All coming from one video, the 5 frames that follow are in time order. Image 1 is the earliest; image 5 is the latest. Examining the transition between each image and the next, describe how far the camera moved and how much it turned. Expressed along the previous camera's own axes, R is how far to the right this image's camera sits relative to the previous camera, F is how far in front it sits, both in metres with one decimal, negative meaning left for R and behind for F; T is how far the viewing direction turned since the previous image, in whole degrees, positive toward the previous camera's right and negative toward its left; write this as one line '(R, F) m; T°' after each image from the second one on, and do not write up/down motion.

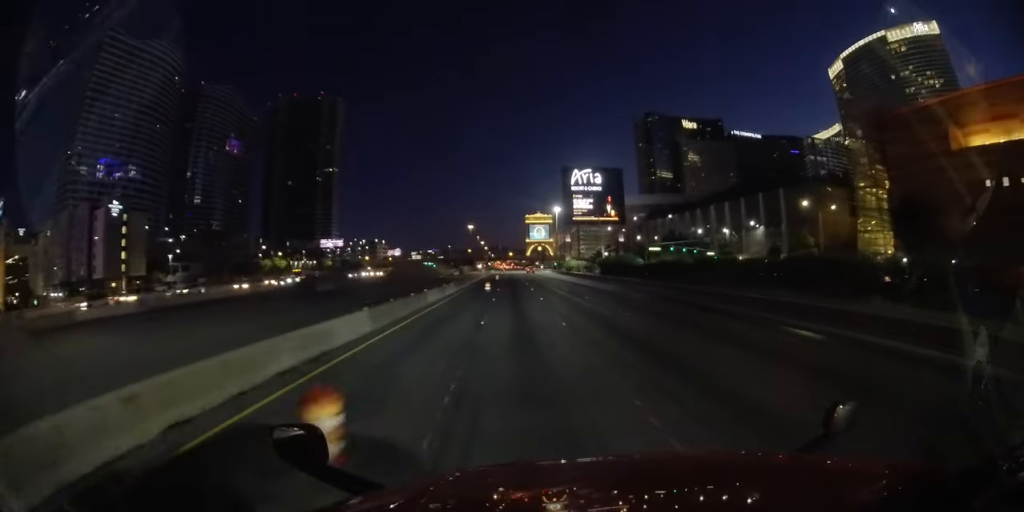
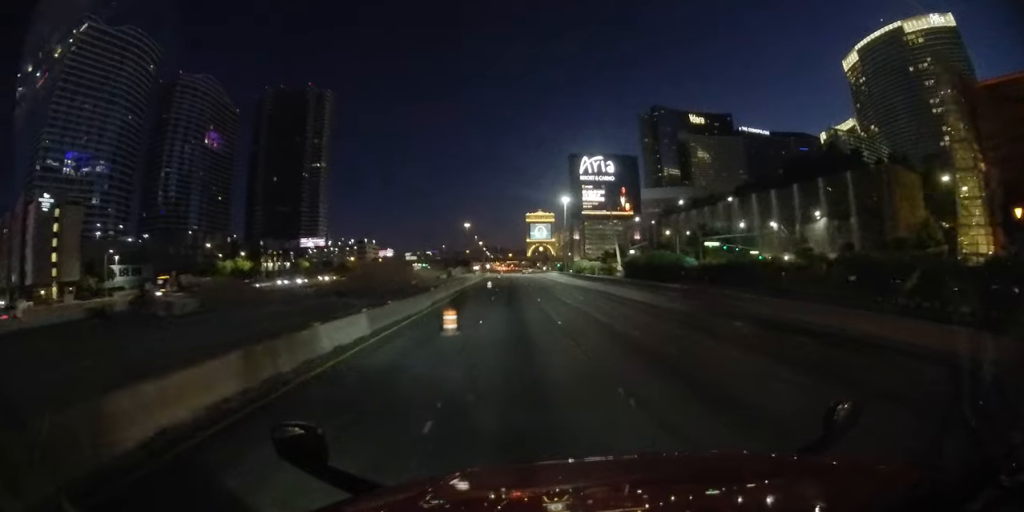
(0.0, +23.7) m; 0°
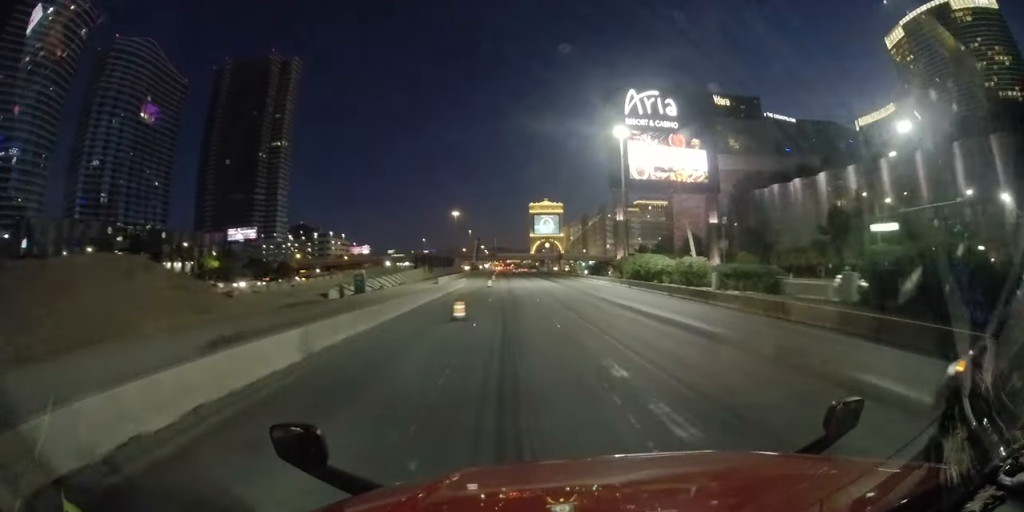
(+0.4, +62.2) m; +1°
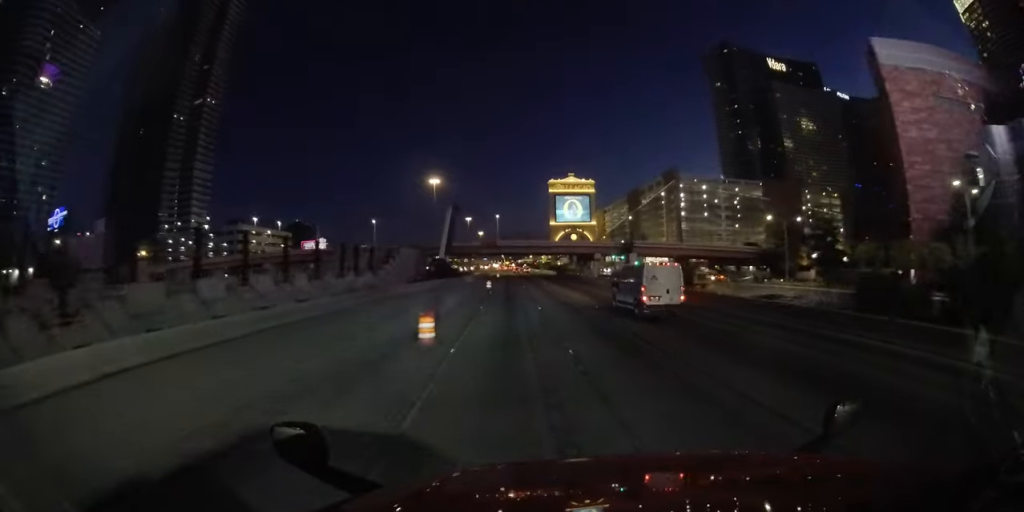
(-0.5, +88.8) m; -1°
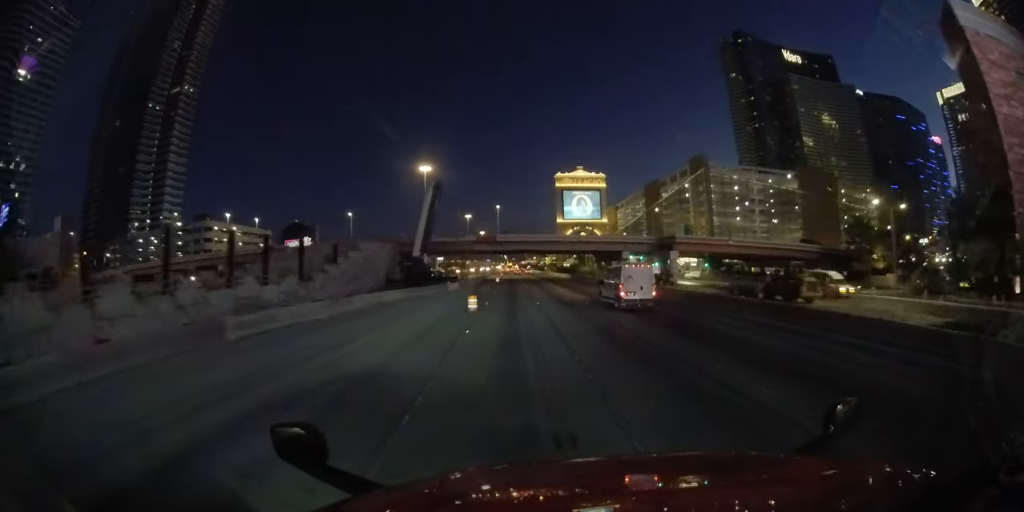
(0.0, +20.3) m; 0°
